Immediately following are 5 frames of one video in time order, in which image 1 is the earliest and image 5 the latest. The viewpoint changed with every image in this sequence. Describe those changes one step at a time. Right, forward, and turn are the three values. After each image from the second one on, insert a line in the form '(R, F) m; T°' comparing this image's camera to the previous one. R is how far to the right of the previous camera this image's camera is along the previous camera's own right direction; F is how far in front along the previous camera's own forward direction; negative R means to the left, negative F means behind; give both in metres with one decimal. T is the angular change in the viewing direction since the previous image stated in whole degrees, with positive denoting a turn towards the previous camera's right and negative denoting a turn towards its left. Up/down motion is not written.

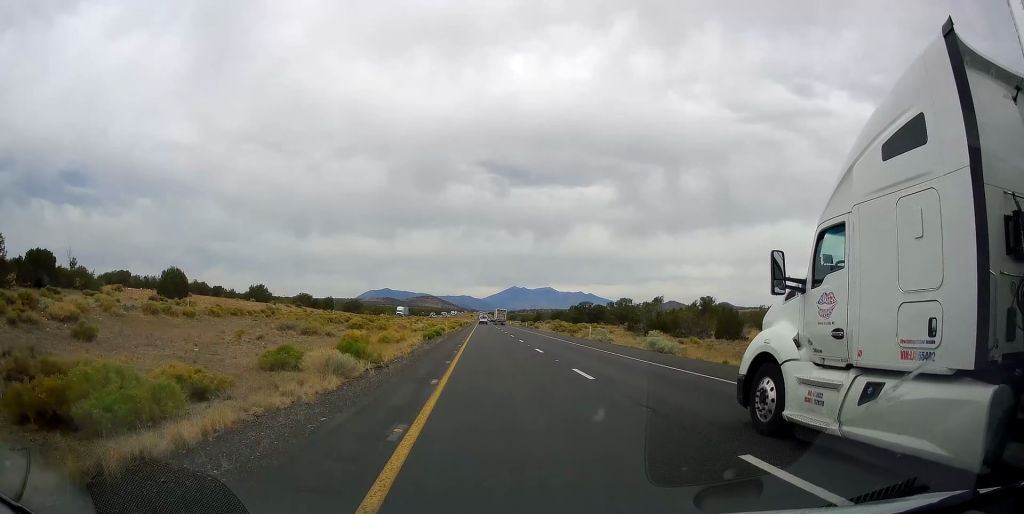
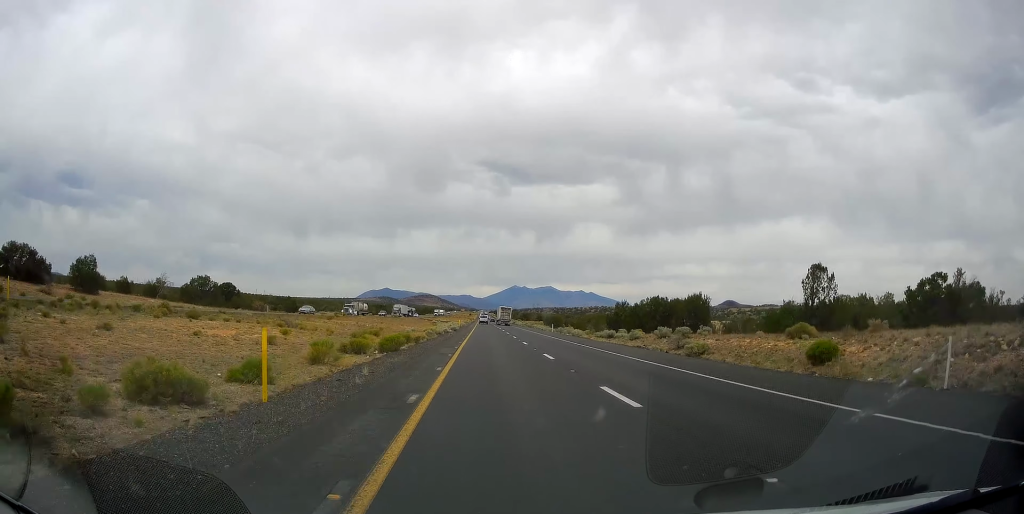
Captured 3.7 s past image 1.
(-0.9, +127.4) m; -1°
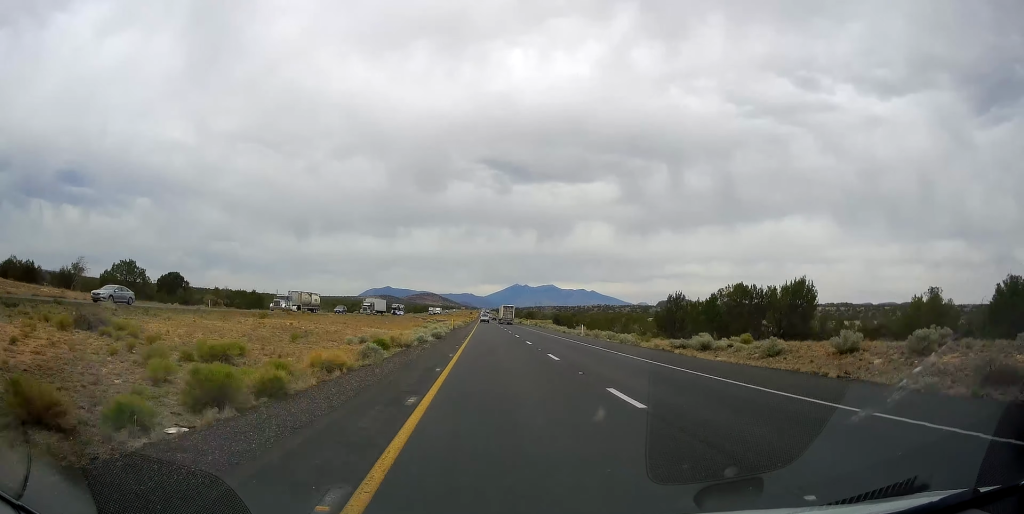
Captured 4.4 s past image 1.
(-0.2, +25.1) m; 0°
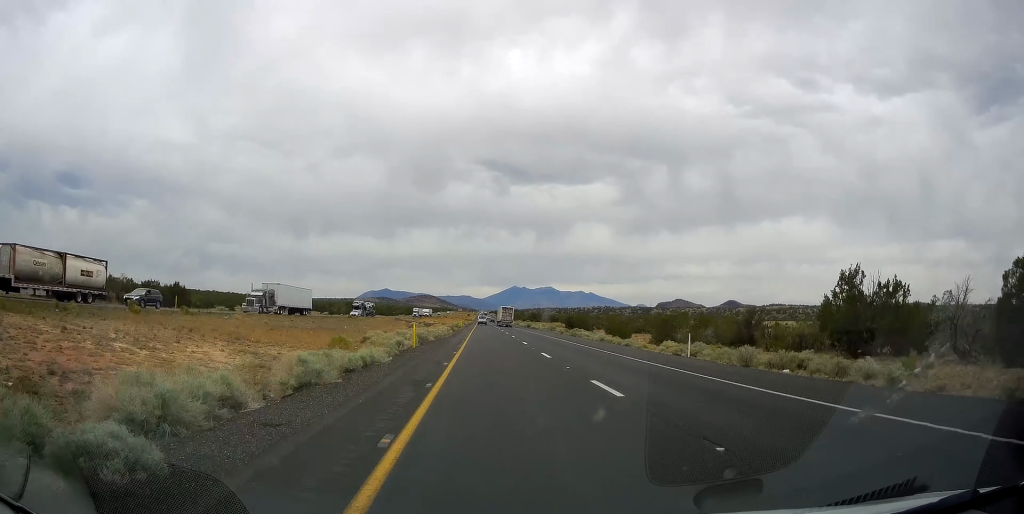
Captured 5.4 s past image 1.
(+0.2, +34.3) m; +1°
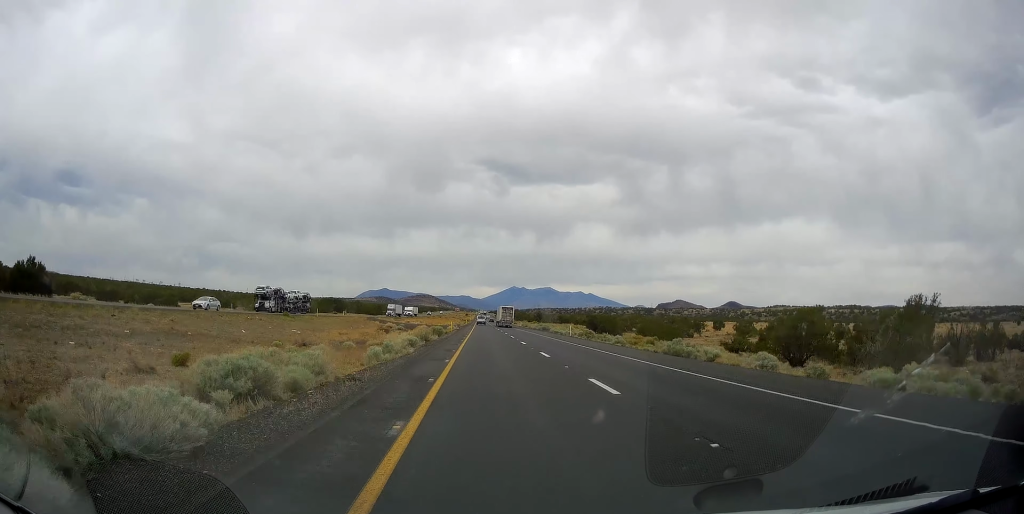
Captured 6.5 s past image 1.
(+0.2, +36.5) m; 0°
